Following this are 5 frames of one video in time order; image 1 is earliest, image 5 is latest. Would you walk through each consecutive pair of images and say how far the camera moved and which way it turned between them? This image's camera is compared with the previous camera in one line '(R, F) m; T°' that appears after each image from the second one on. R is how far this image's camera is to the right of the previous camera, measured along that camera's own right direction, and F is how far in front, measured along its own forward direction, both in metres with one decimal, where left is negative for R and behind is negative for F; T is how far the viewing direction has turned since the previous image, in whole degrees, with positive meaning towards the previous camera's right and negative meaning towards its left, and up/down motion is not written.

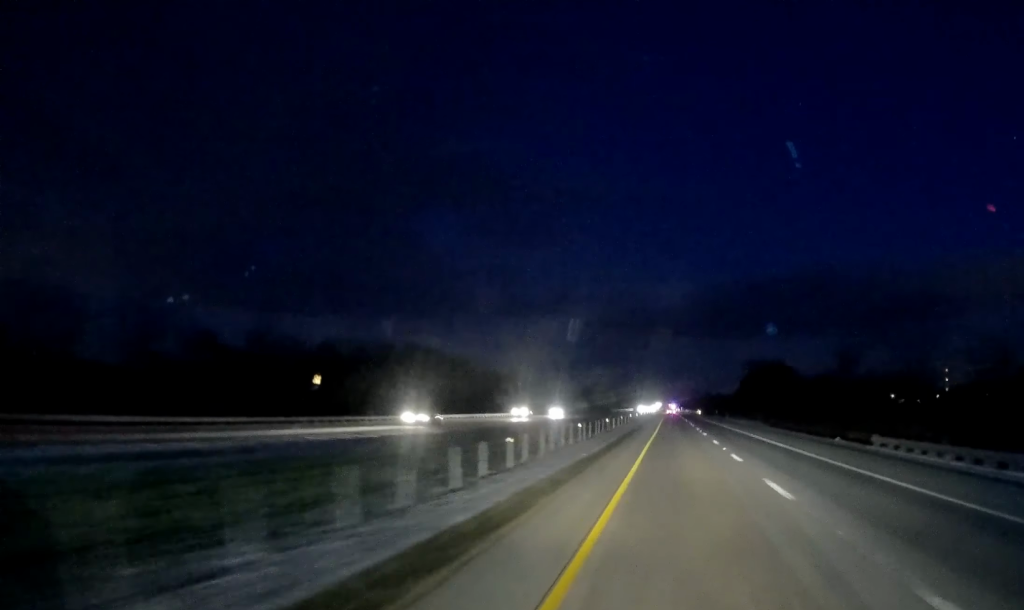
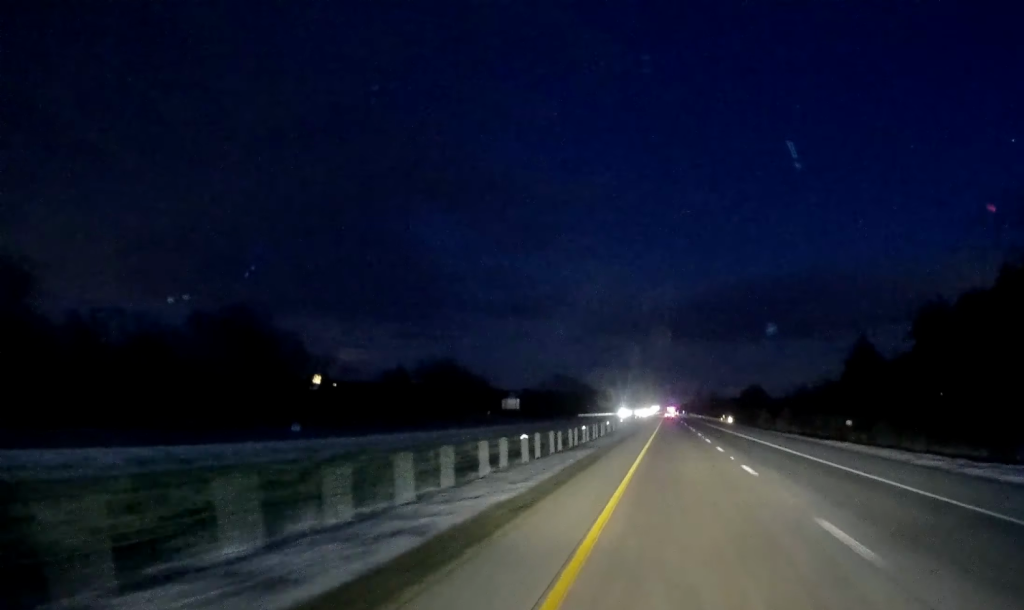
(+1.1, +125.9) m; 0°
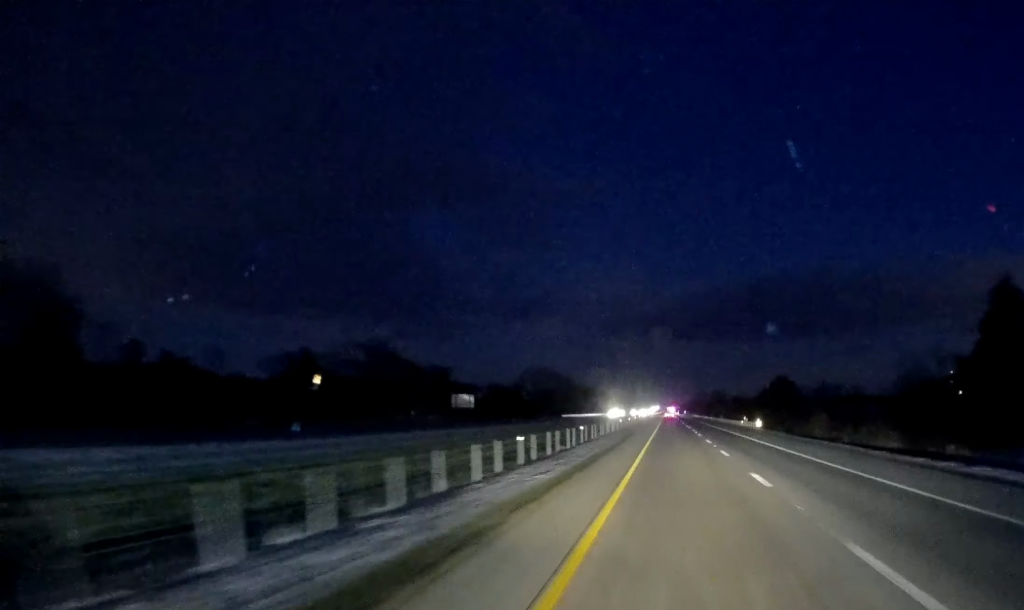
(-0.5, +37.3) m; 0°
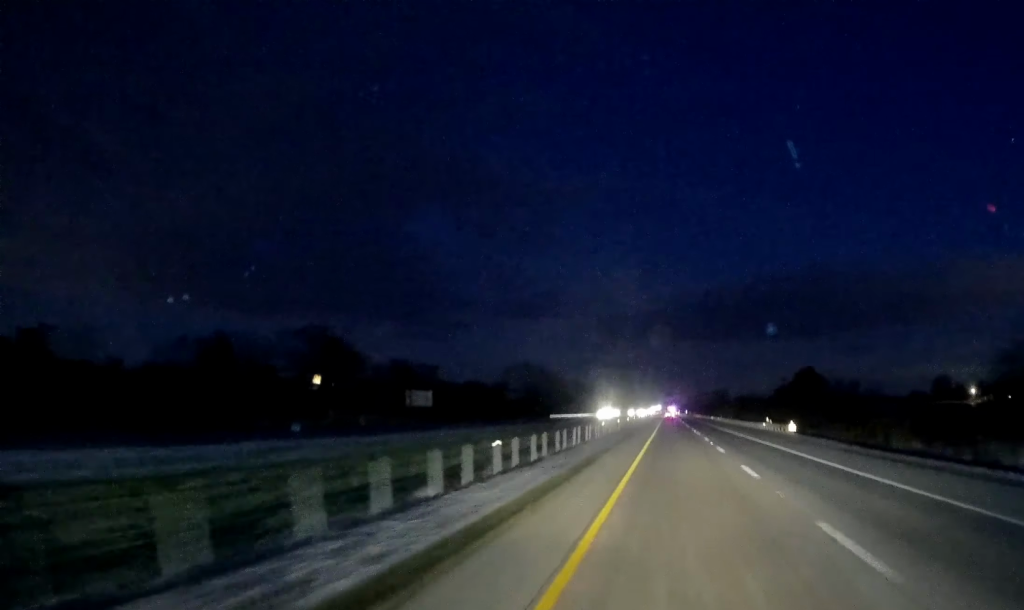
(+0.3, +22.0) m; 0°
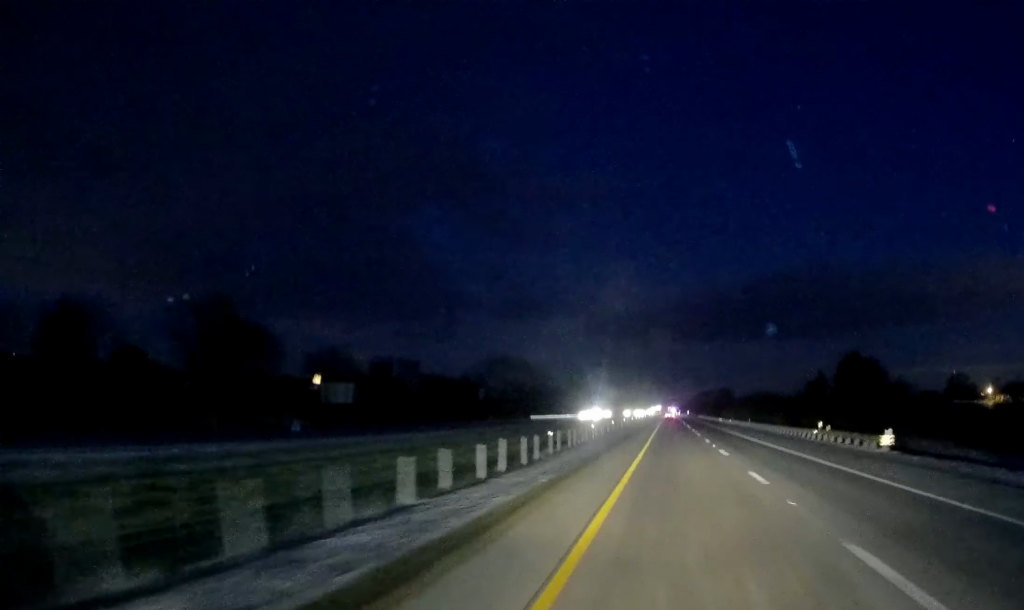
(-0.1, +26.4) m; 0°
